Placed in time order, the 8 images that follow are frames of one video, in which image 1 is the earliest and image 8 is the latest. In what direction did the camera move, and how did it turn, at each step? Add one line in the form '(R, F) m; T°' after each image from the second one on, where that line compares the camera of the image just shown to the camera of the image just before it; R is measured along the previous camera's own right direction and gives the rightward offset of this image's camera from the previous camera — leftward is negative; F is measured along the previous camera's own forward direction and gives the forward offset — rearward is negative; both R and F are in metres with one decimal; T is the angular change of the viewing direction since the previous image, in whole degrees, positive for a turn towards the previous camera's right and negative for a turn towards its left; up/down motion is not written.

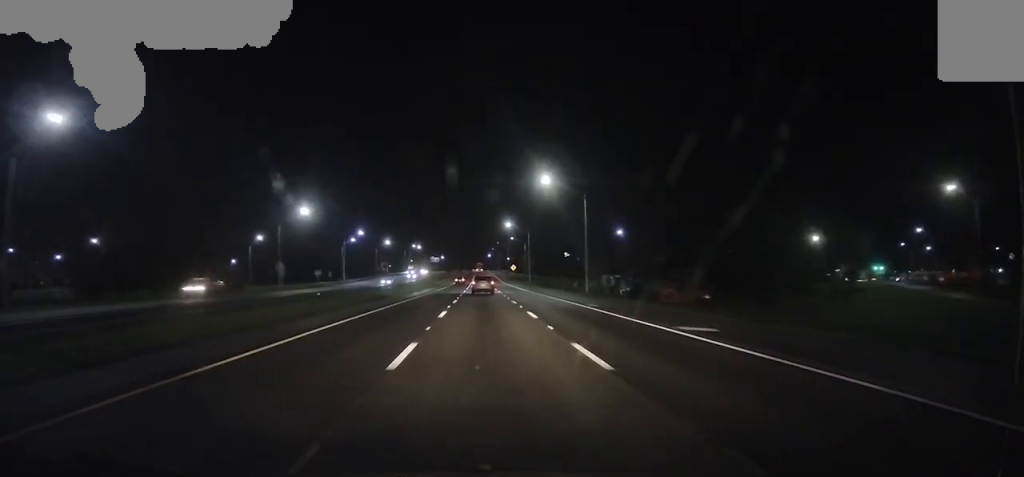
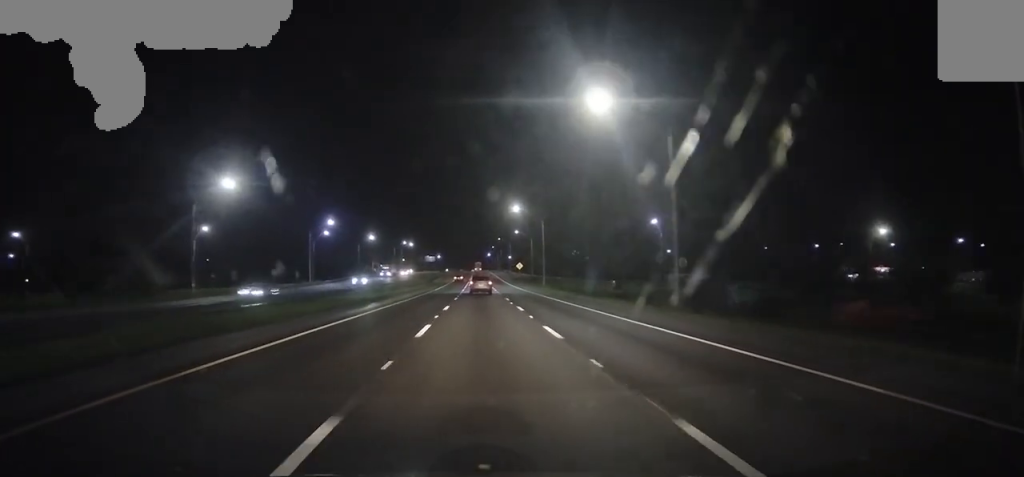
(0.0, +31.9) m; 0°
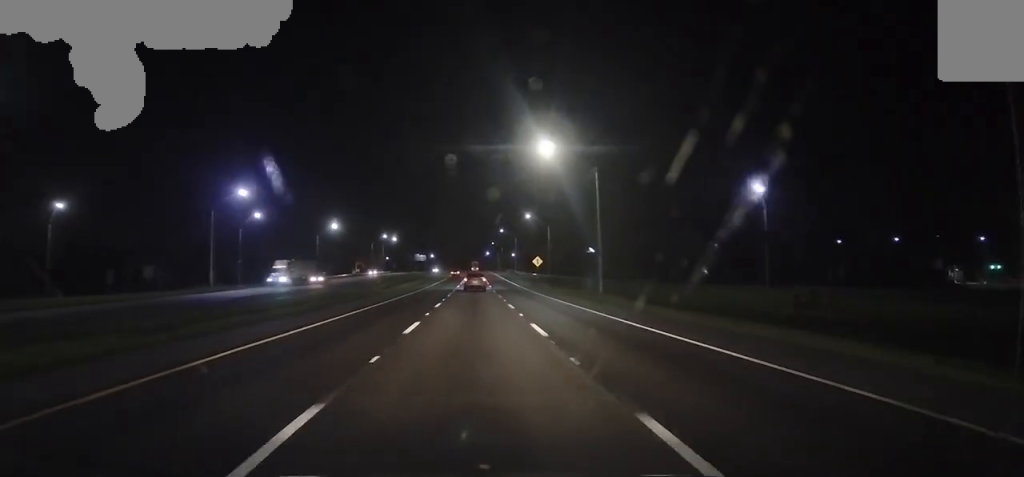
(0.0, +48.5) m; 0°
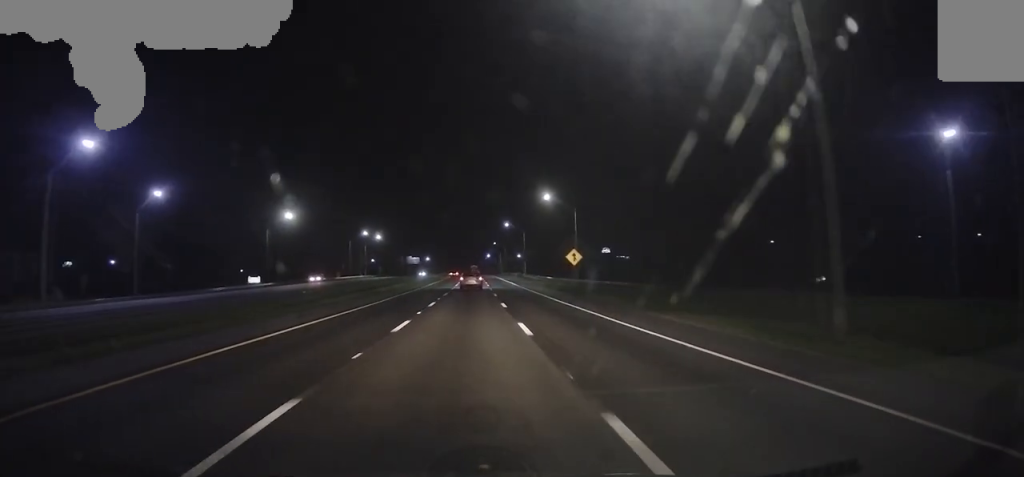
(0.0, +36.4) m; 0°
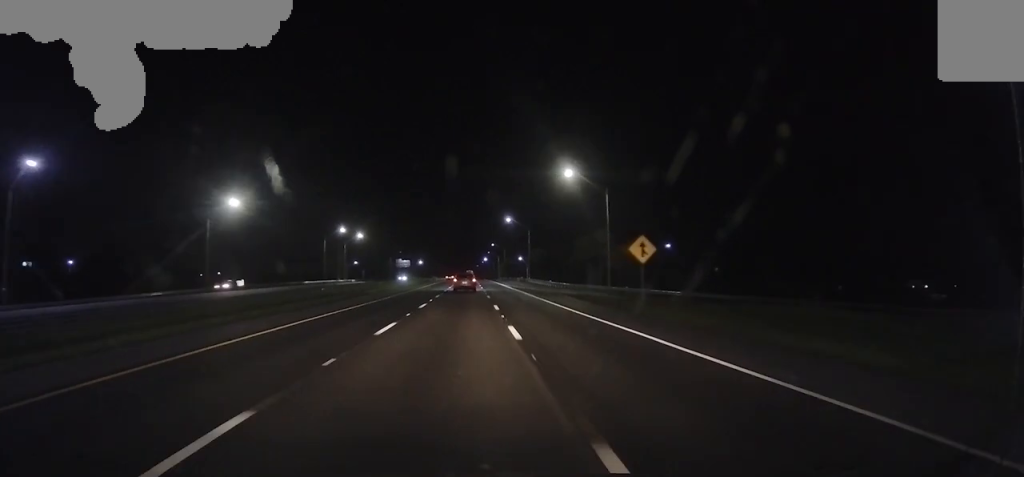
(-0.2, +25.3) m; +1°
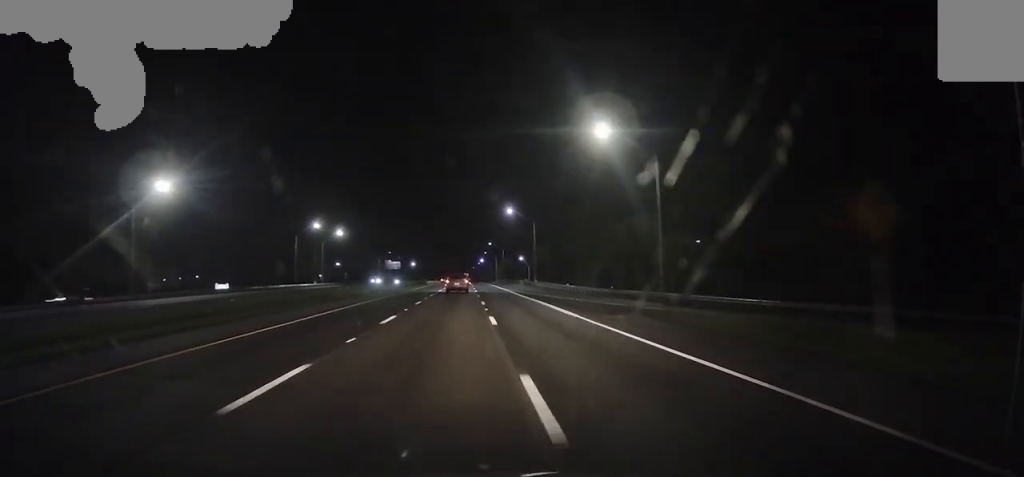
(+0.4, +20.8) m; +1°
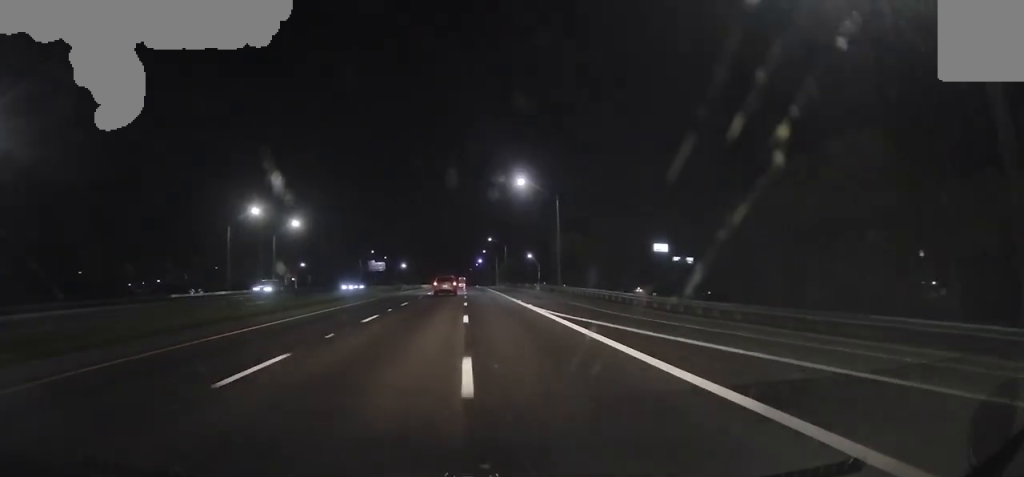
(+0.3, +35.1) m; 0°
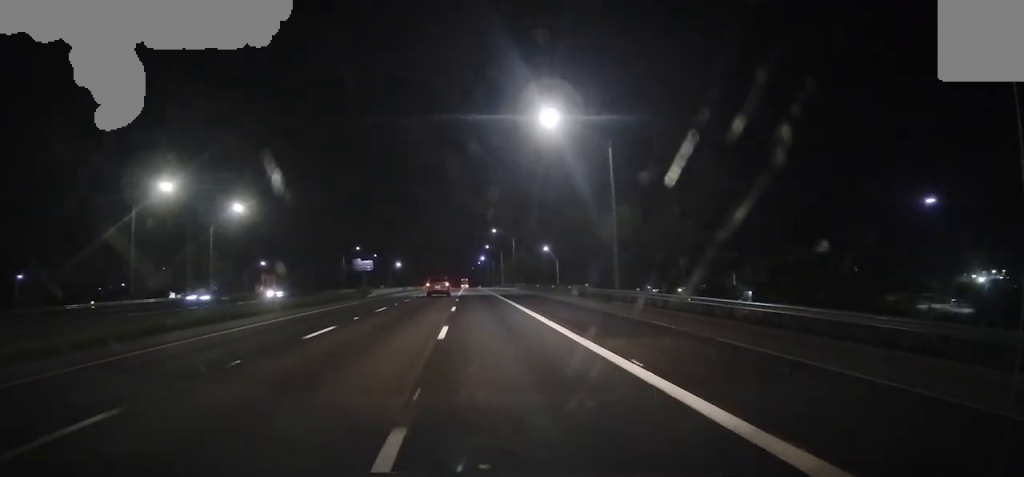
(0.0, +29.5) m; 0°
